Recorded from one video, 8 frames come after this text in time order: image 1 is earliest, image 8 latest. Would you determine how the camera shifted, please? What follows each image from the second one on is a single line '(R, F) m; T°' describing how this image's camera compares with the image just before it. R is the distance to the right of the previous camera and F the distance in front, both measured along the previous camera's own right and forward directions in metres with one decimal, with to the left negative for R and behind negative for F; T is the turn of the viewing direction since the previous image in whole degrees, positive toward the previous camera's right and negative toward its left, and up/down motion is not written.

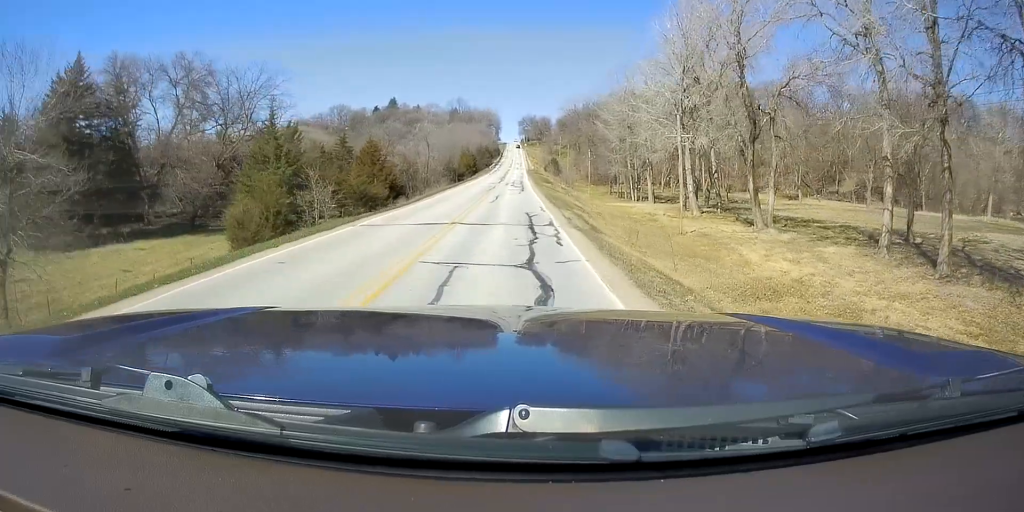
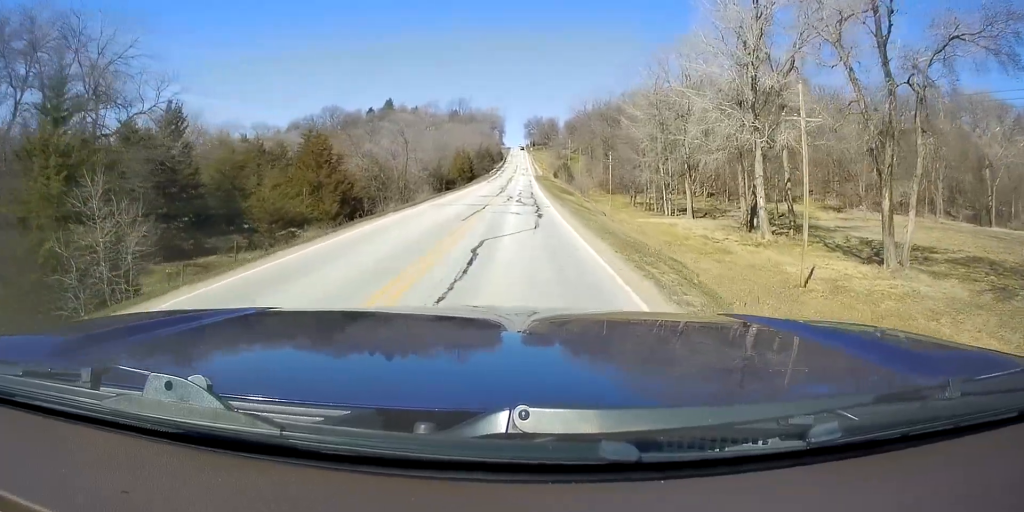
(+0.2, +22.1) m; 0°
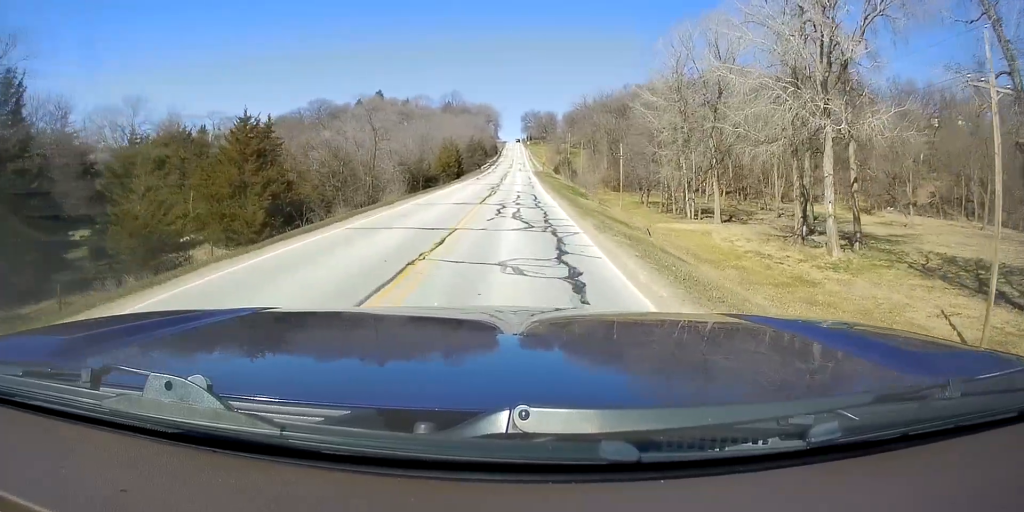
(-0.2, +14.4) m; +1°
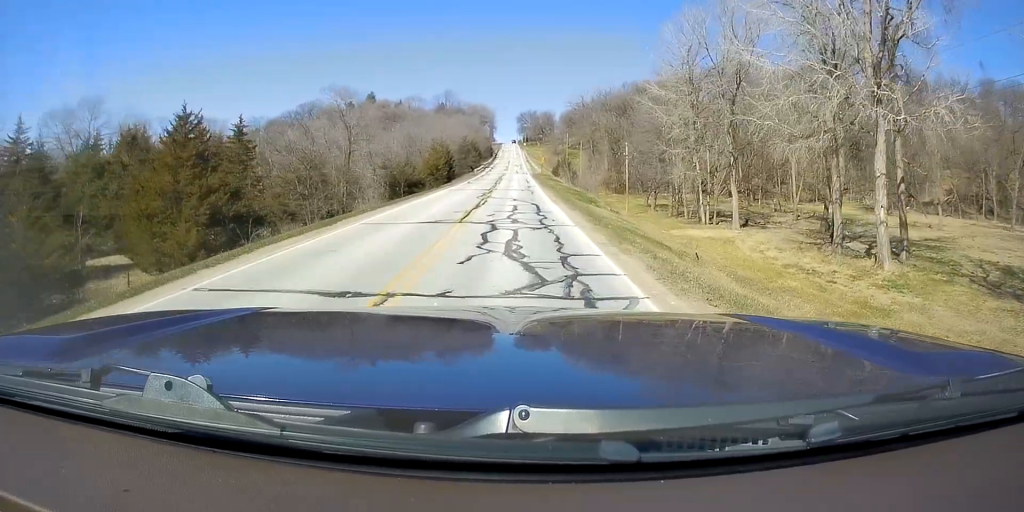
(+0.2, +7.7) m; +1°
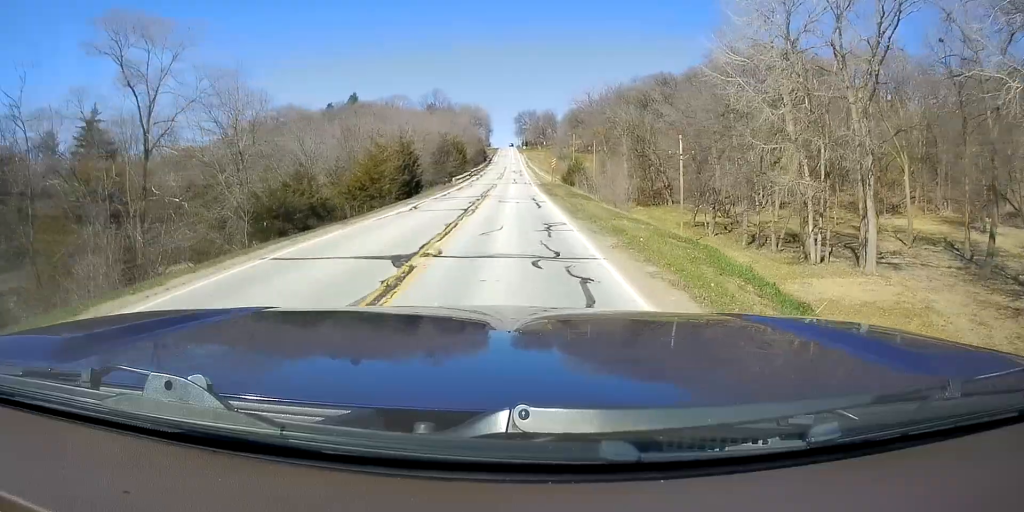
(+0.2, +29.1) m; 0°
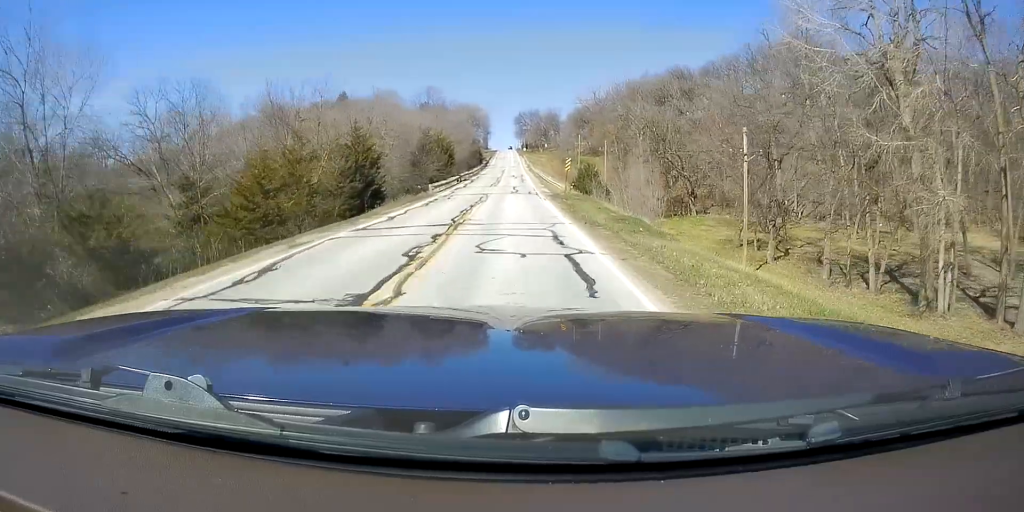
(0.0, +16.4) m; +1°
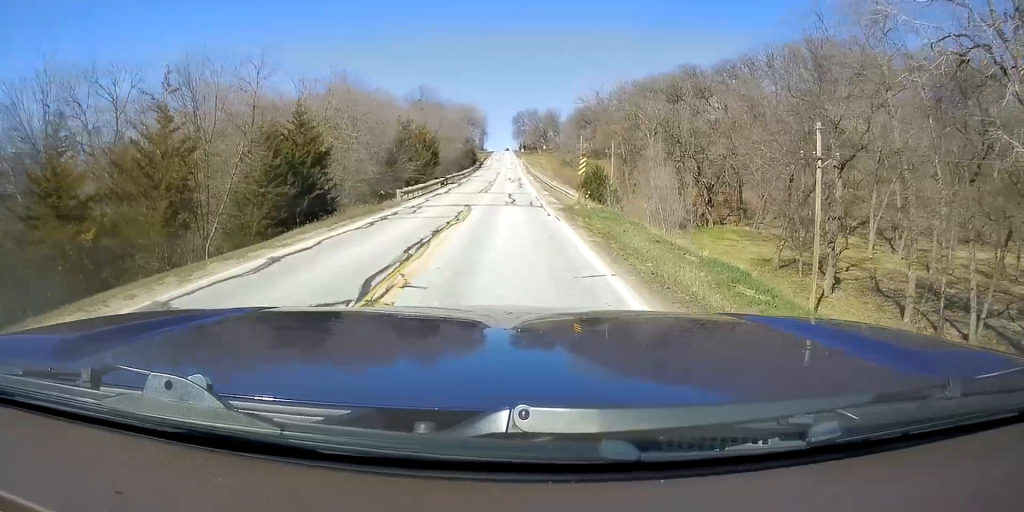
(+0.2, +10.8) m; 0°
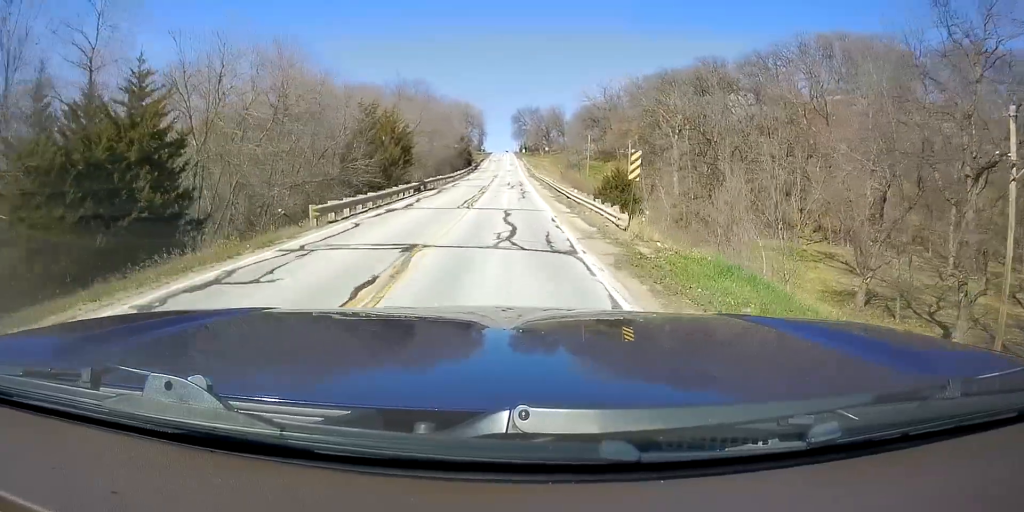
(-0.2, +14.0) m; -1°
